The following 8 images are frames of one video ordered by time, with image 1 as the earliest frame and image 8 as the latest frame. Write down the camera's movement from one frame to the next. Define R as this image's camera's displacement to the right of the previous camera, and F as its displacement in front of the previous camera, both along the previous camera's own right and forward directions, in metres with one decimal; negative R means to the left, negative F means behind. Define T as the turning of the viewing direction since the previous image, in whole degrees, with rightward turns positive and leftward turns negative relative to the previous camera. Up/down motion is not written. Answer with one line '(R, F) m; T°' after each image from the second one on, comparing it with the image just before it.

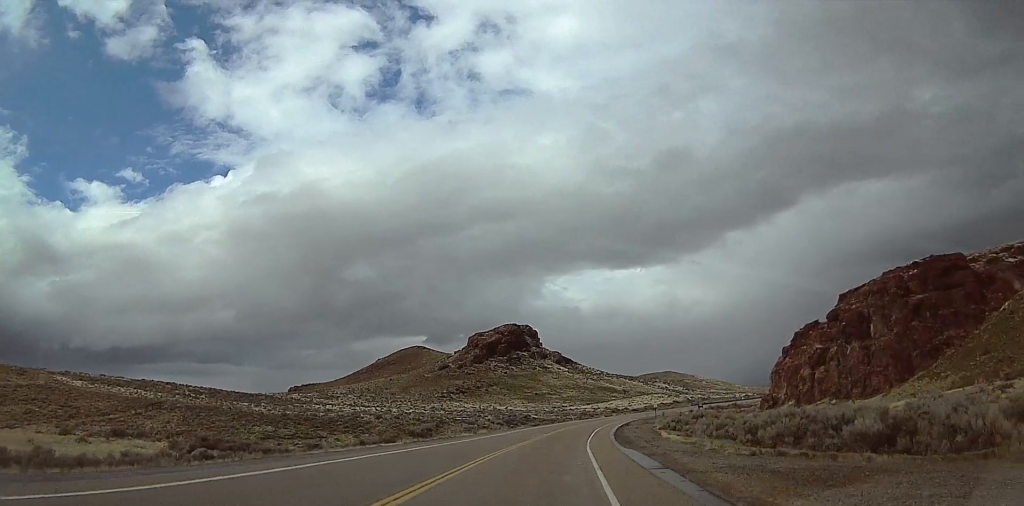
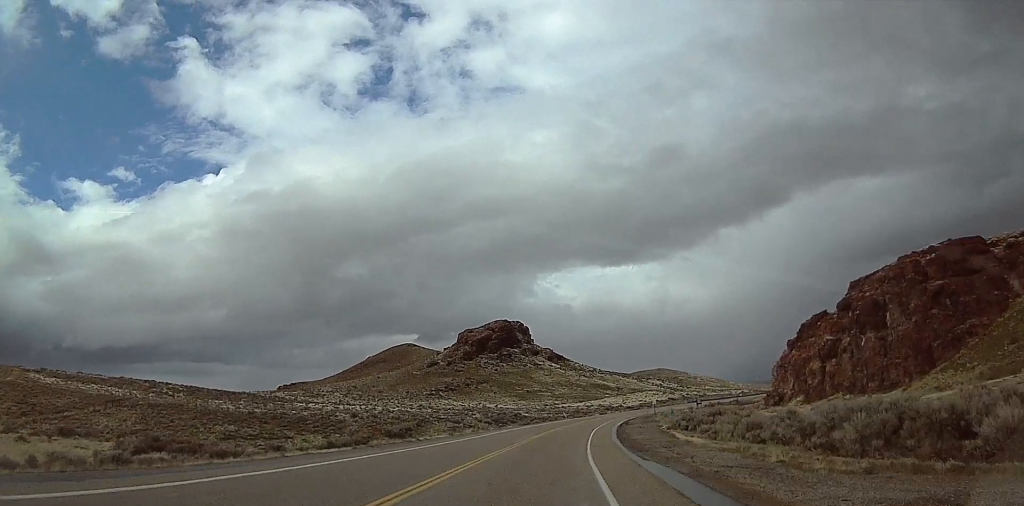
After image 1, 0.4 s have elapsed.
(+0.2, +9.8) m; 0°
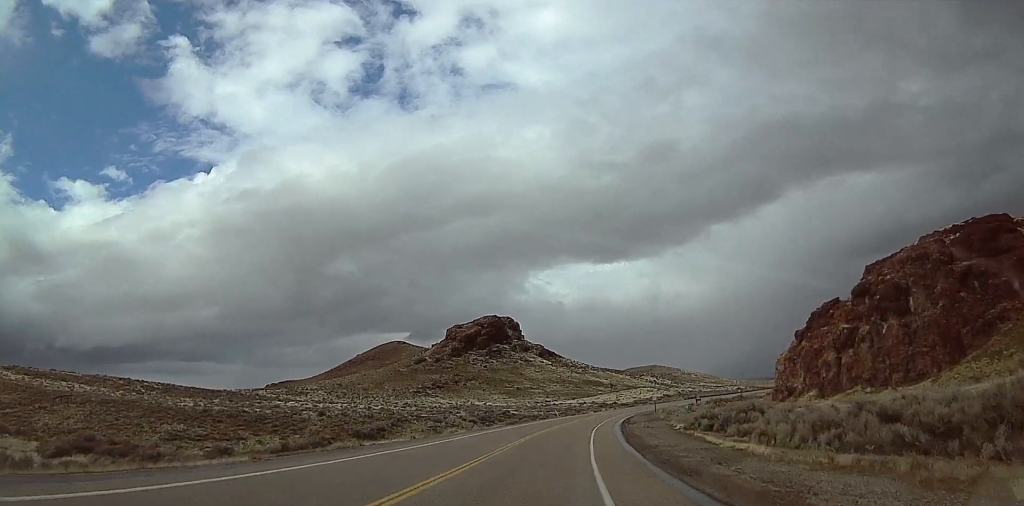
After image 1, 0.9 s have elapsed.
(+0.1, +11.5) m; +1°
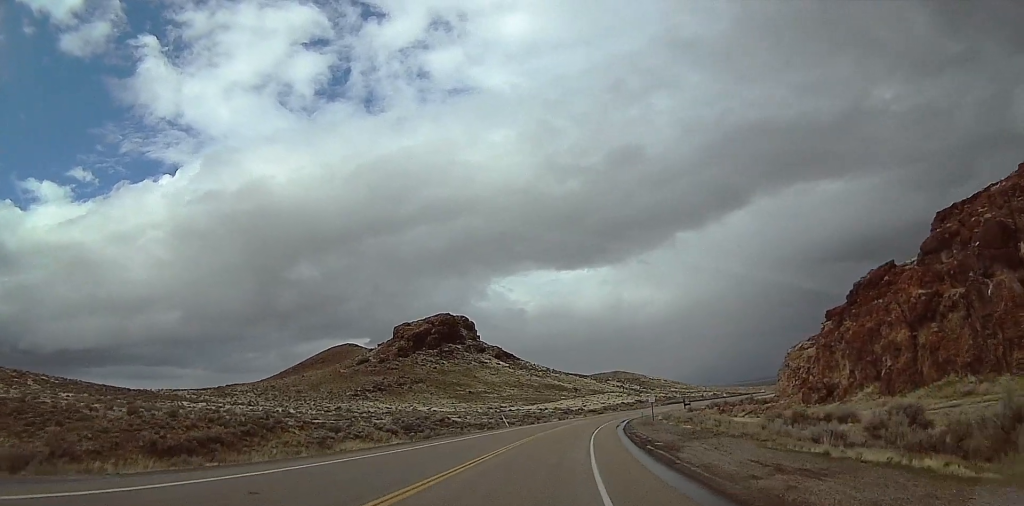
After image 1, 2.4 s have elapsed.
(-0.9, +38.5) m; +2°
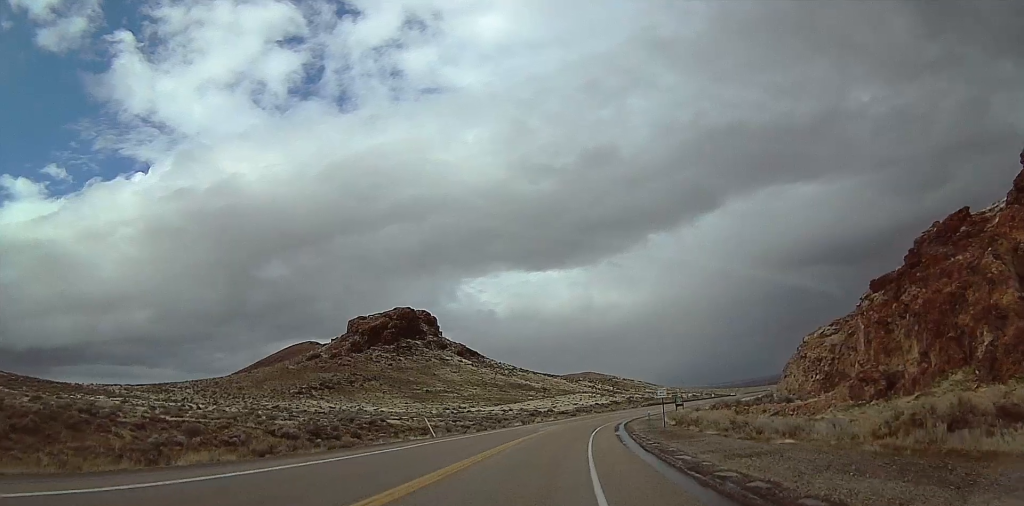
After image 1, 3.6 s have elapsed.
(+2.5, +27.7) m; +9°
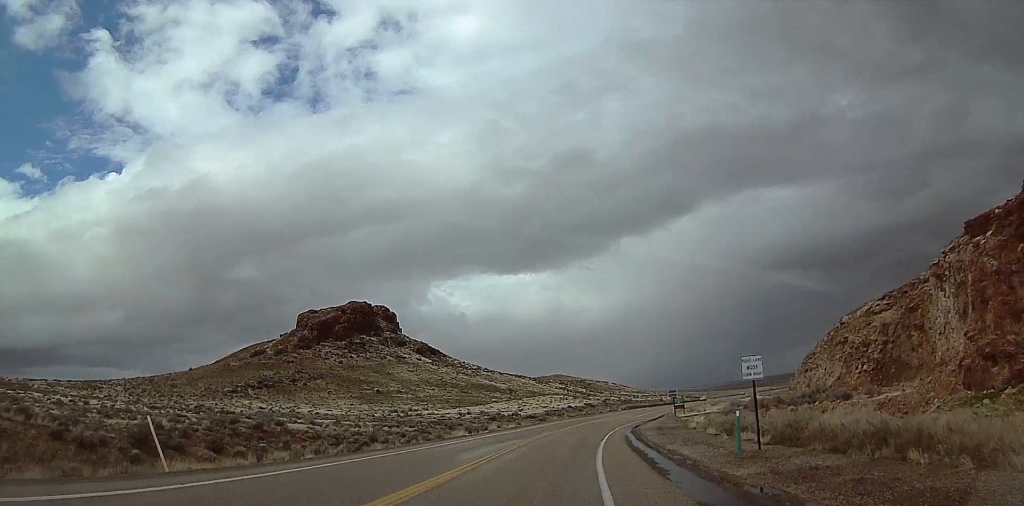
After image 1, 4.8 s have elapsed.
(+1.0, +29.6) m; +1°
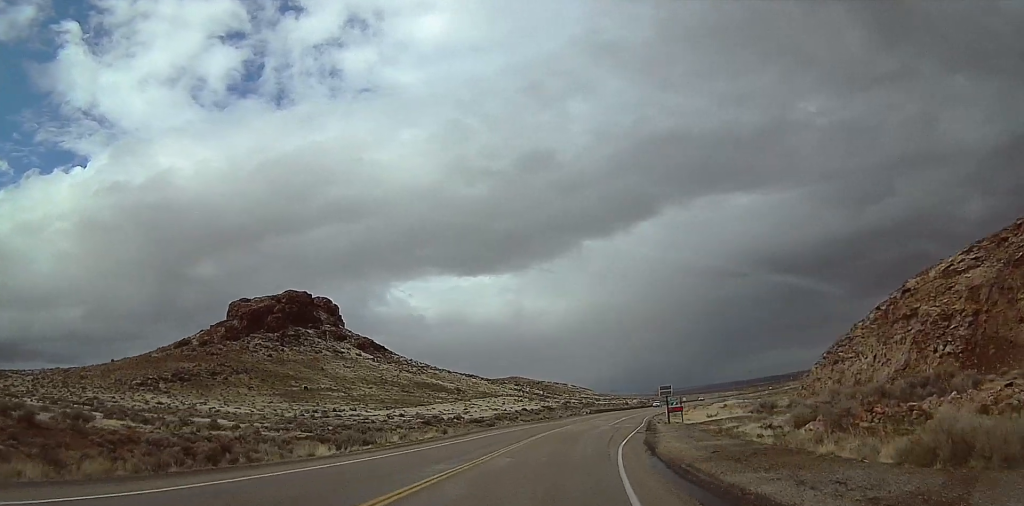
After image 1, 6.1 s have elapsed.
(-0.1, +29.9) m; 0°
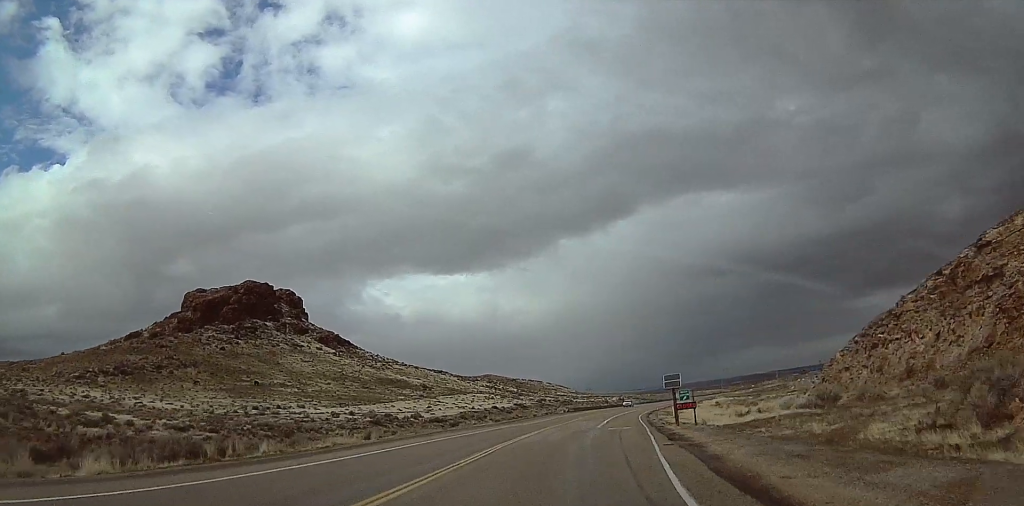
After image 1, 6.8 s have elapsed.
(0.0, +18.8) m; 0°
